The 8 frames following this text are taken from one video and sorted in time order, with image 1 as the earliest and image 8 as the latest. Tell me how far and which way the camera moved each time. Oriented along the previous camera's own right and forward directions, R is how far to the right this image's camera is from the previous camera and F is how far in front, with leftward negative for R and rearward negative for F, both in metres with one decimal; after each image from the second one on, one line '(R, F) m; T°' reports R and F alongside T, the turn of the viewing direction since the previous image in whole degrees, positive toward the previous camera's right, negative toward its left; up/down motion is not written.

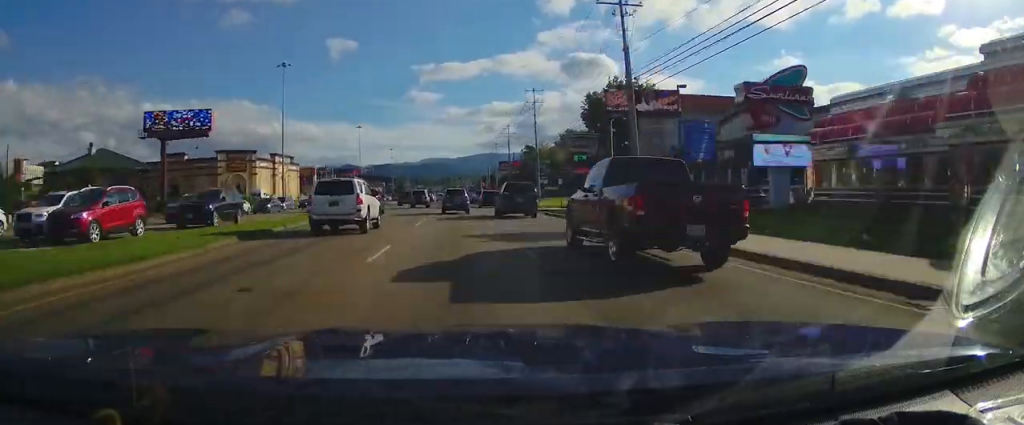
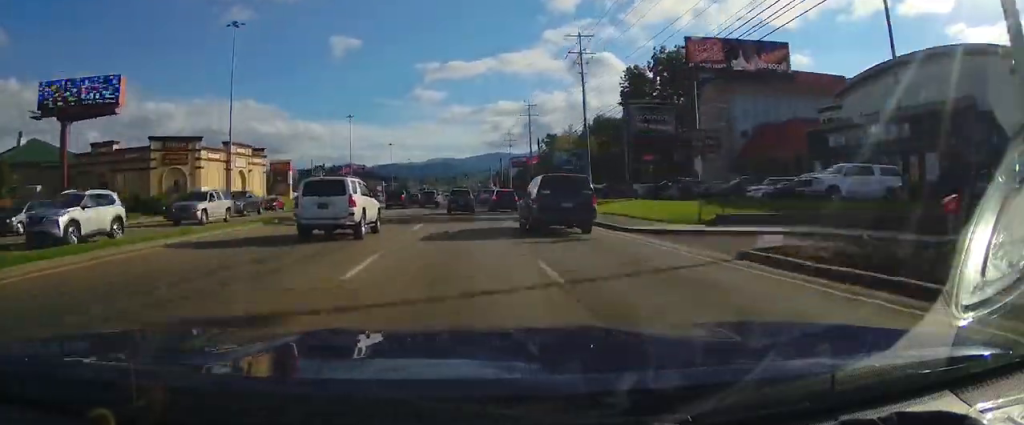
(+0.1, +25.6) m; 0°
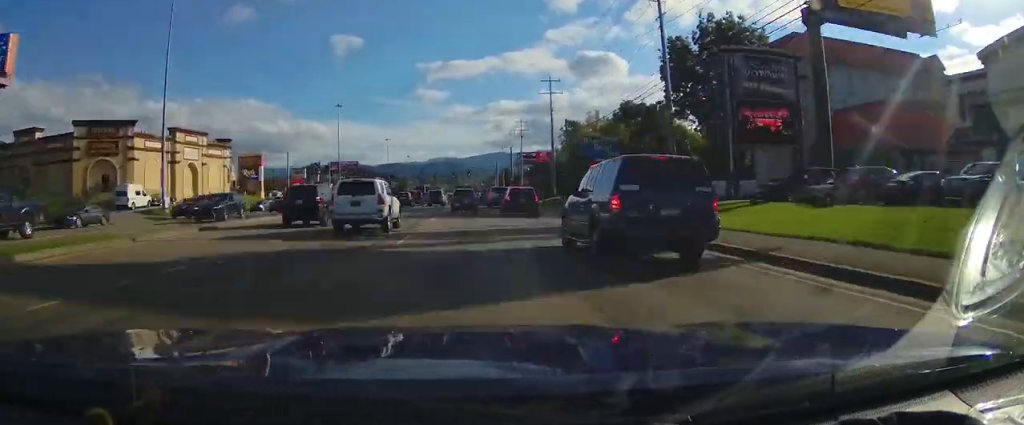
(0.0, +19.3) m; 0°
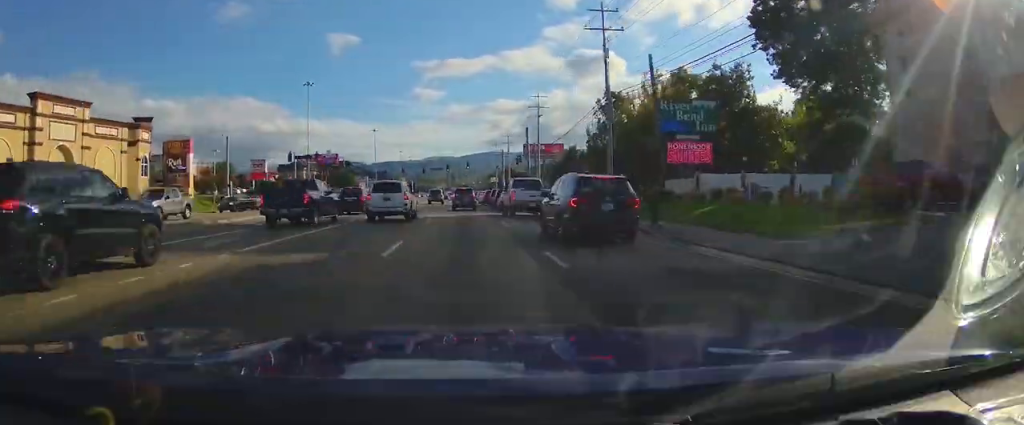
(0.0, +29.3) m; 0°
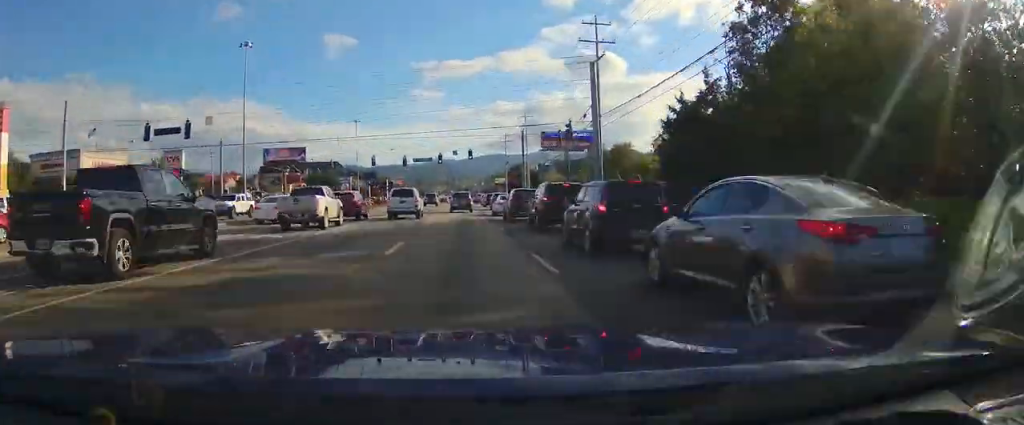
(+0.3, +41.2) m; 0°
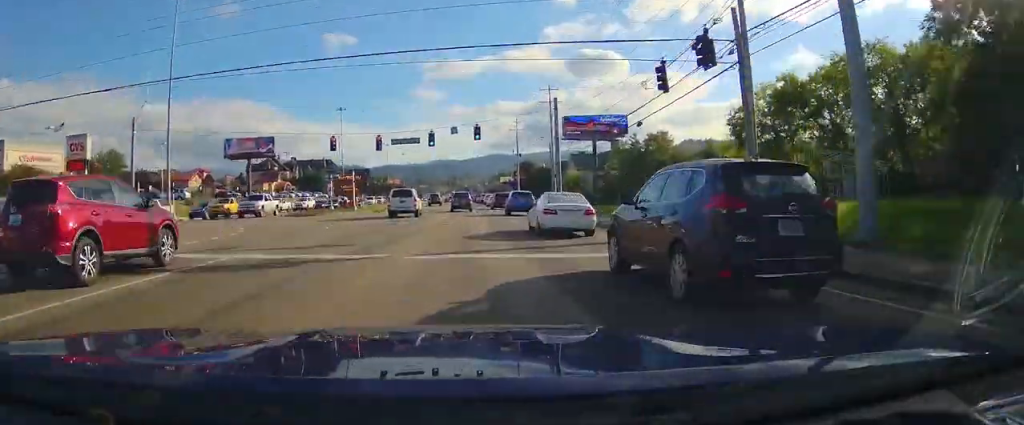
(+0.4, +25.0) m; 0°
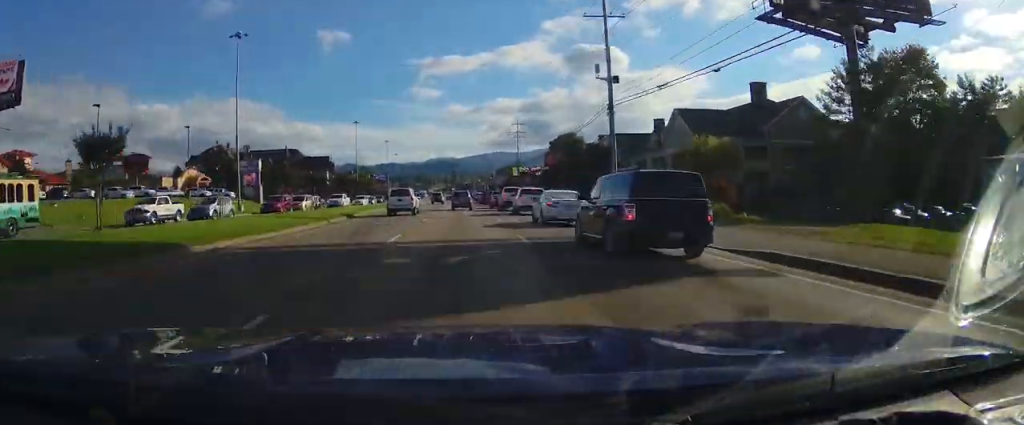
(-1.0, +68.6) m; 0°
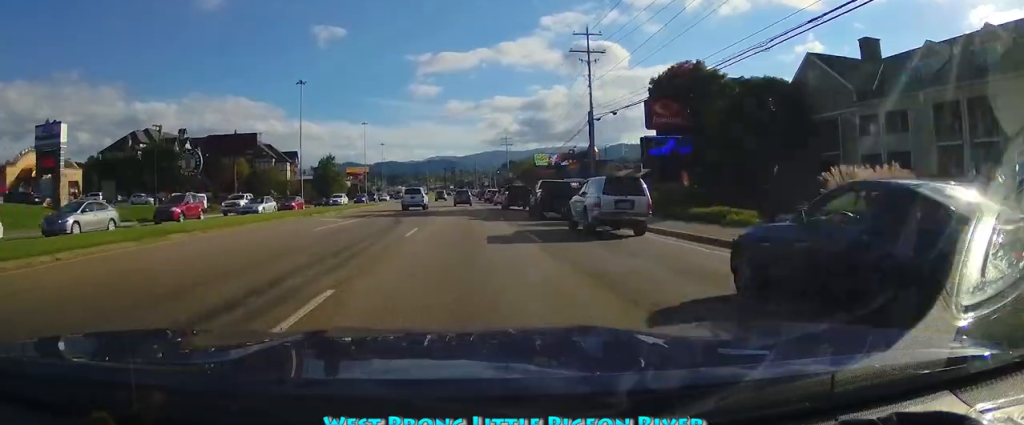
(+0.7, +62.5) m; 0°
